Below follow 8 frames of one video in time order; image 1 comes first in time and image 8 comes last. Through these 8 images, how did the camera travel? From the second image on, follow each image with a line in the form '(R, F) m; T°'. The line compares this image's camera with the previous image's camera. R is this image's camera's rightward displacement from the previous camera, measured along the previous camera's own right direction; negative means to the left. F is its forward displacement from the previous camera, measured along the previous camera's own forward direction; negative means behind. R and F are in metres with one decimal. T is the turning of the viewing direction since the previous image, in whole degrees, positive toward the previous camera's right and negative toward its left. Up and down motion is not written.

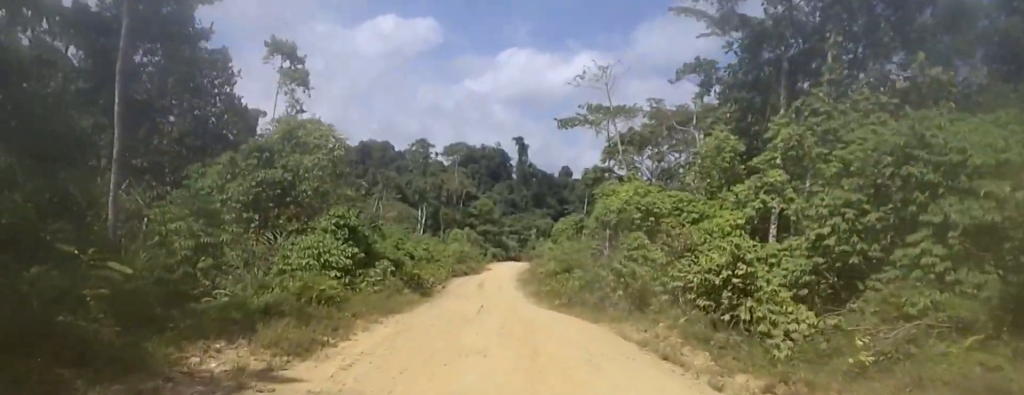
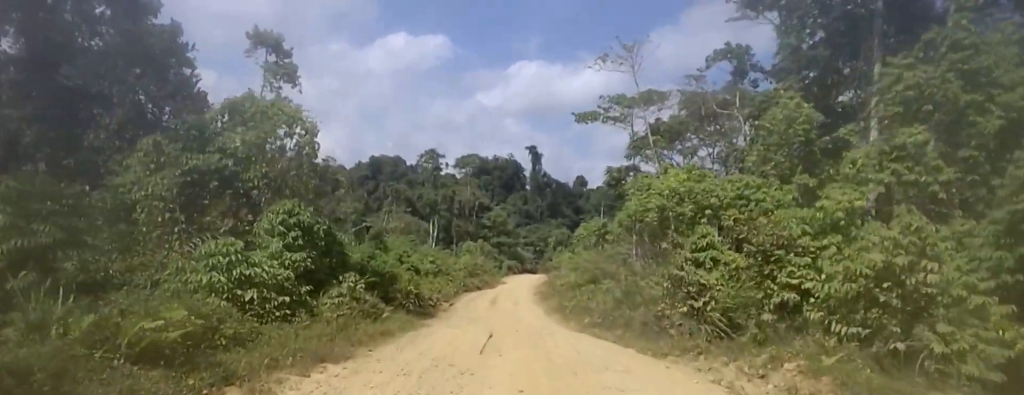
(-0.7, +6.0) m; -7°
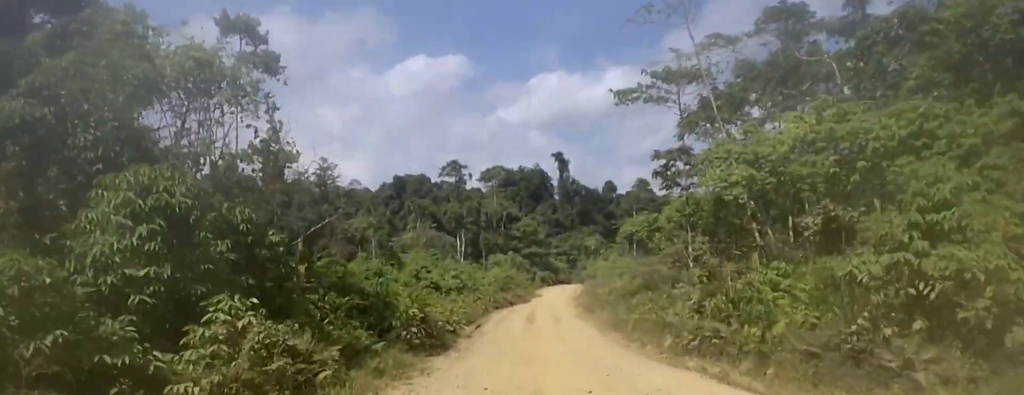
(0.0, +8.1) m; +3°
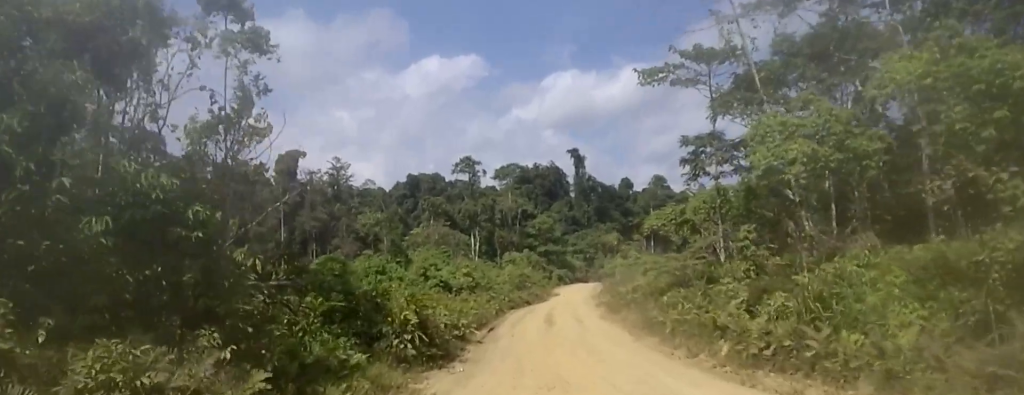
(-0.1, +3.7) m; +3°
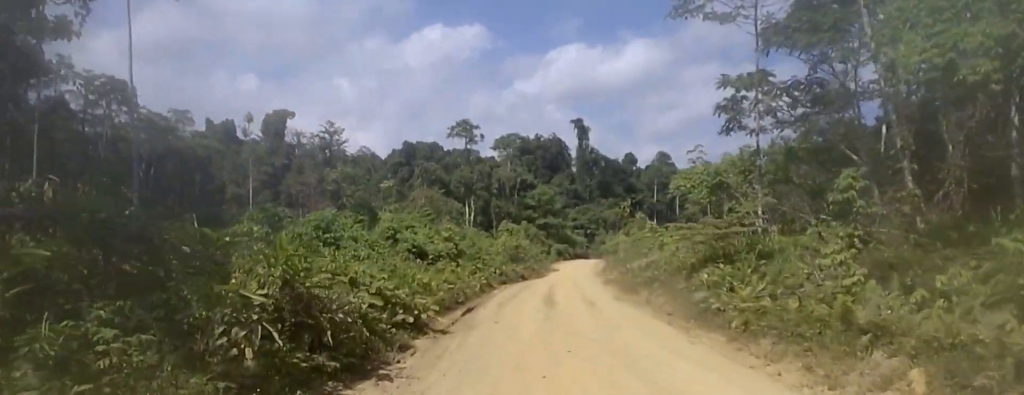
(+0.9, +8.3) m; +2°
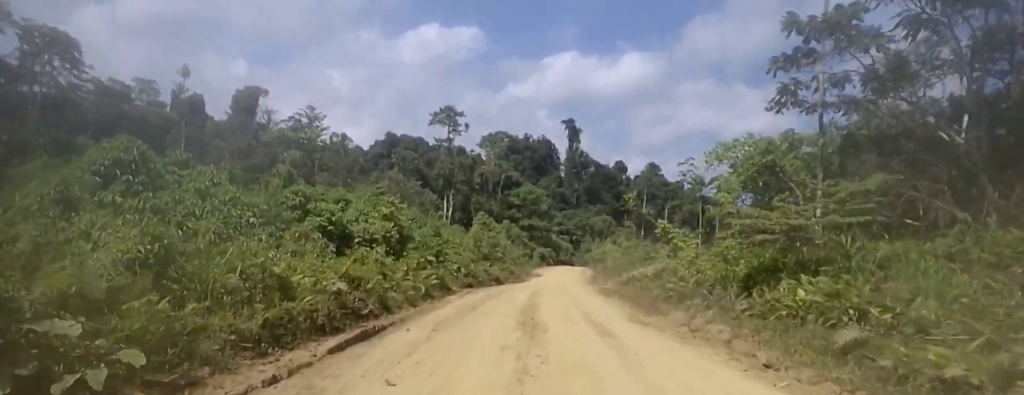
(-1.5, +10.0) m; -5°
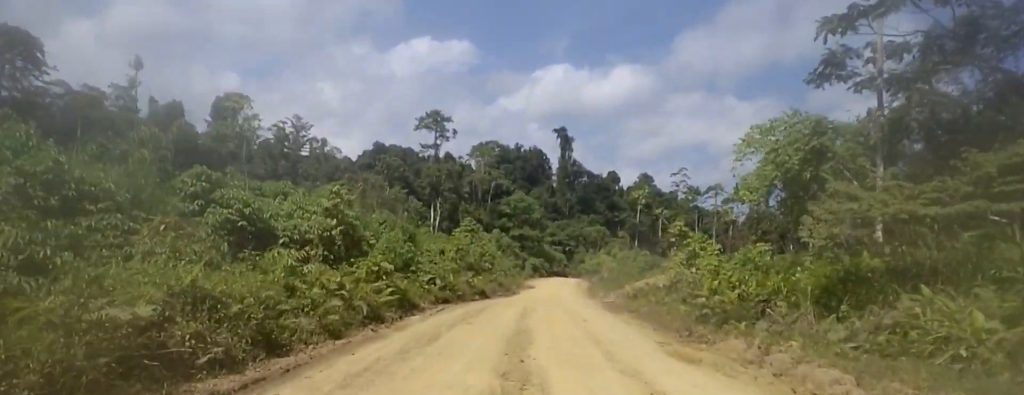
(+0.9, +5.7) m; +8°
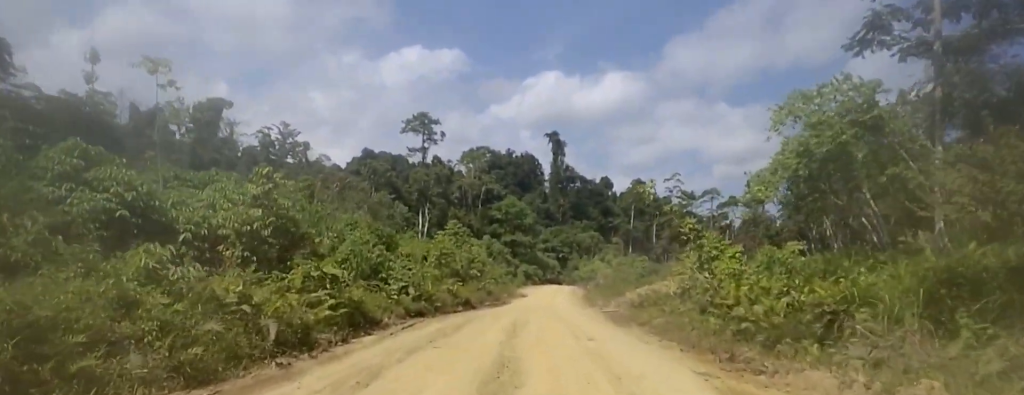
(+0.1, +4.0) m; -4°
